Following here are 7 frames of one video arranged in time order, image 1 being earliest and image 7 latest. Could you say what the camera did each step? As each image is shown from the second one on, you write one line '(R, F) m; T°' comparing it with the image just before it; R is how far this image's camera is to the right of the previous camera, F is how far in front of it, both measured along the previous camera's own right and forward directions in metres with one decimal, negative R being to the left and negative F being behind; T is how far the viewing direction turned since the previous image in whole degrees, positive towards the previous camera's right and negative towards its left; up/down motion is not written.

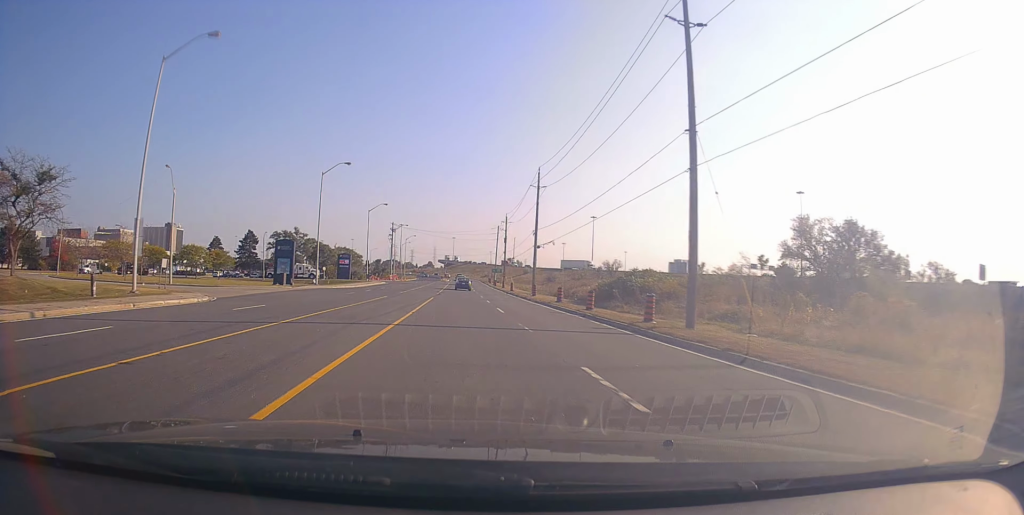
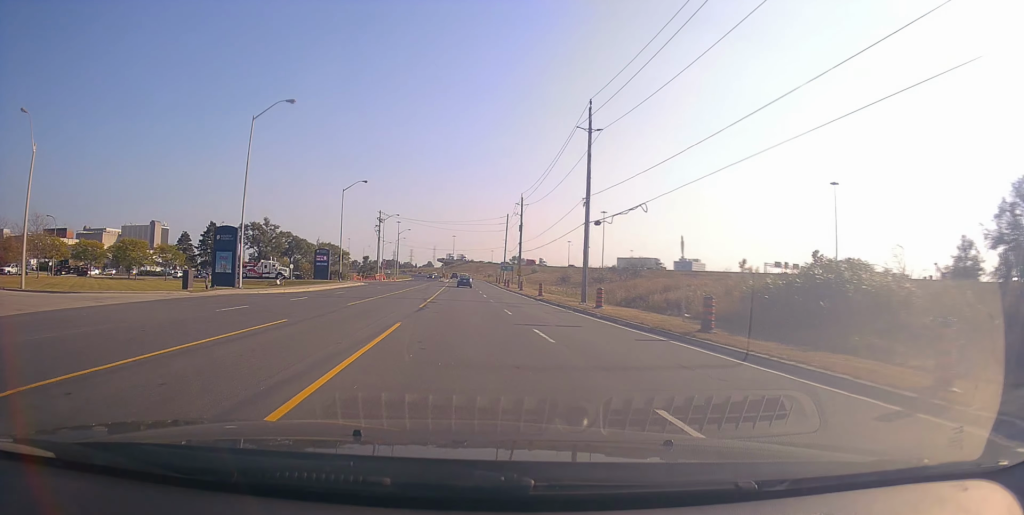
(0.0, +22.5) m; +1°
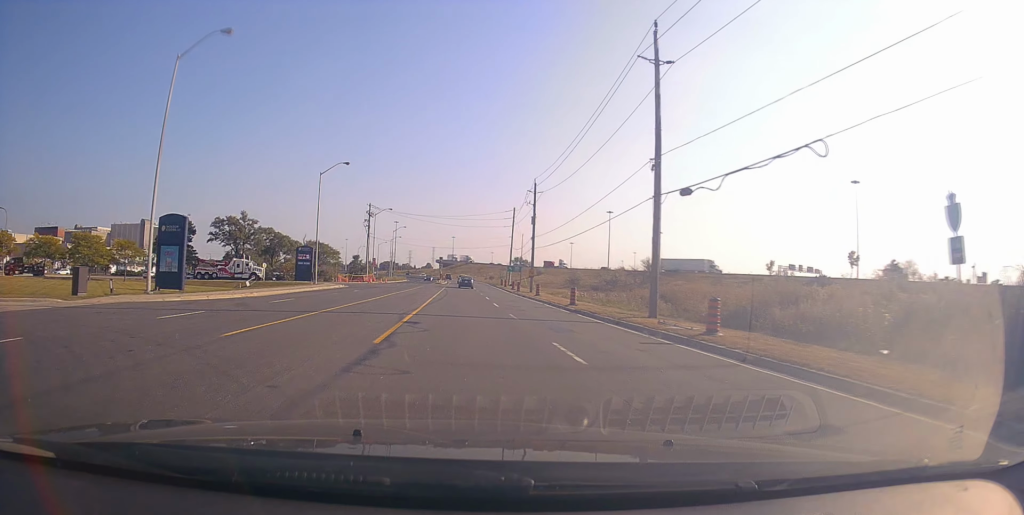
(+0.1, +12.6) m; 0°
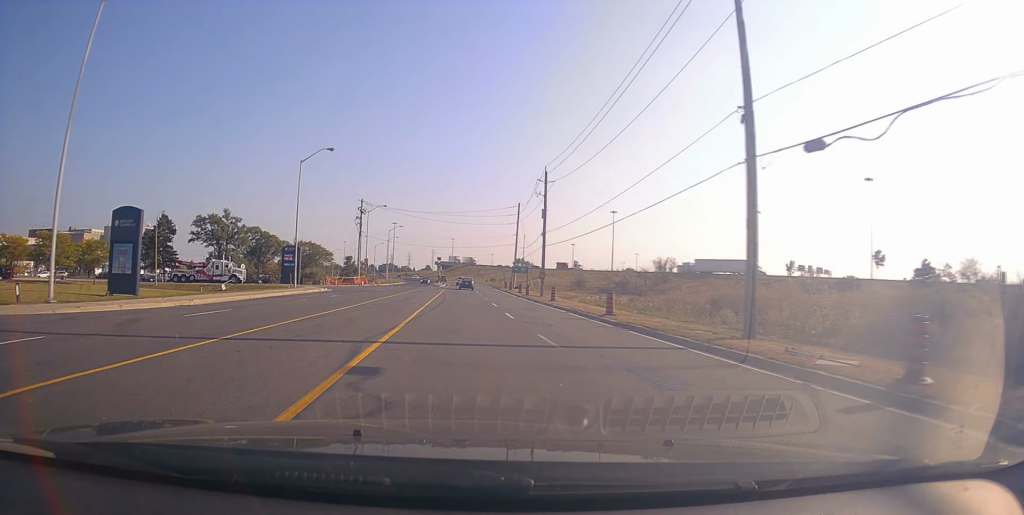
(+0.1, +7.9) m; 0°
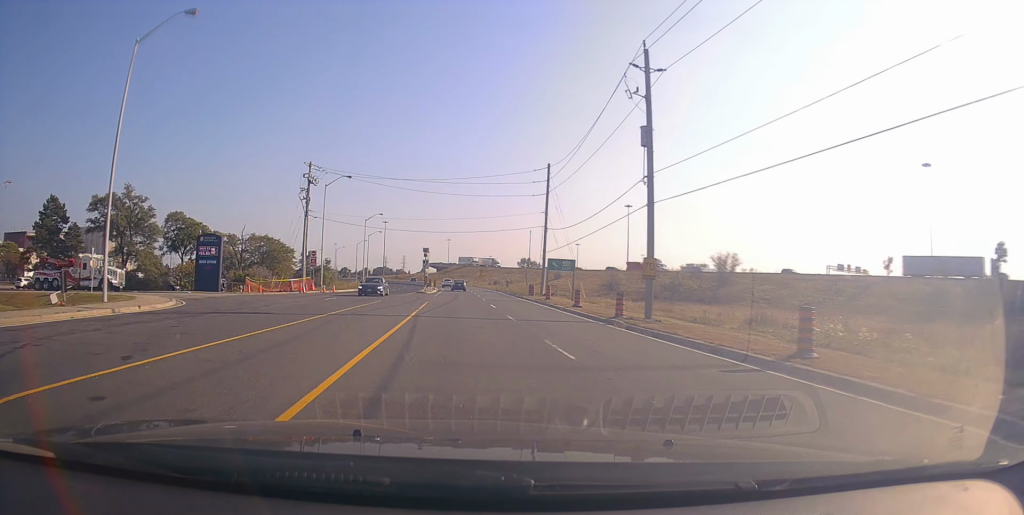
(-0.3, +30.9) m; +1°
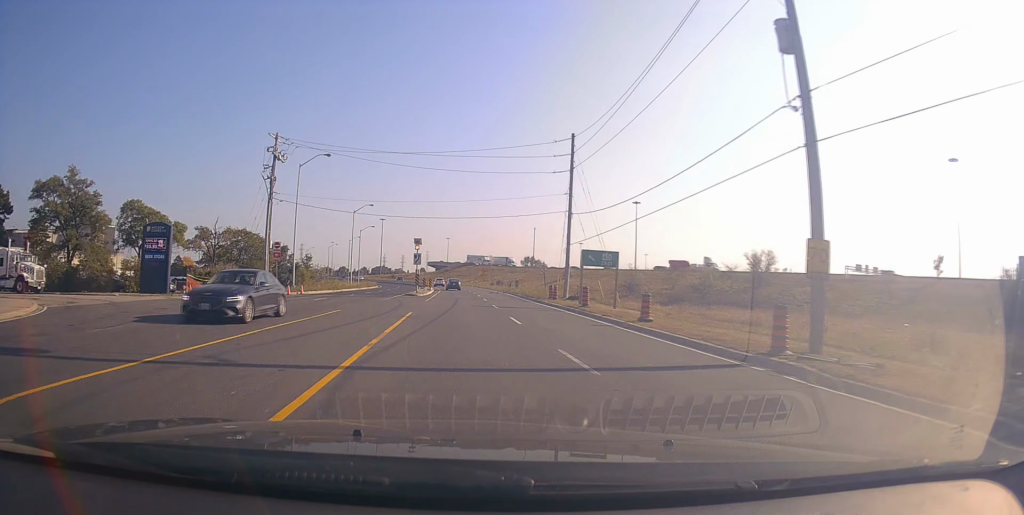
(+0.2, +11.8) m; 0°
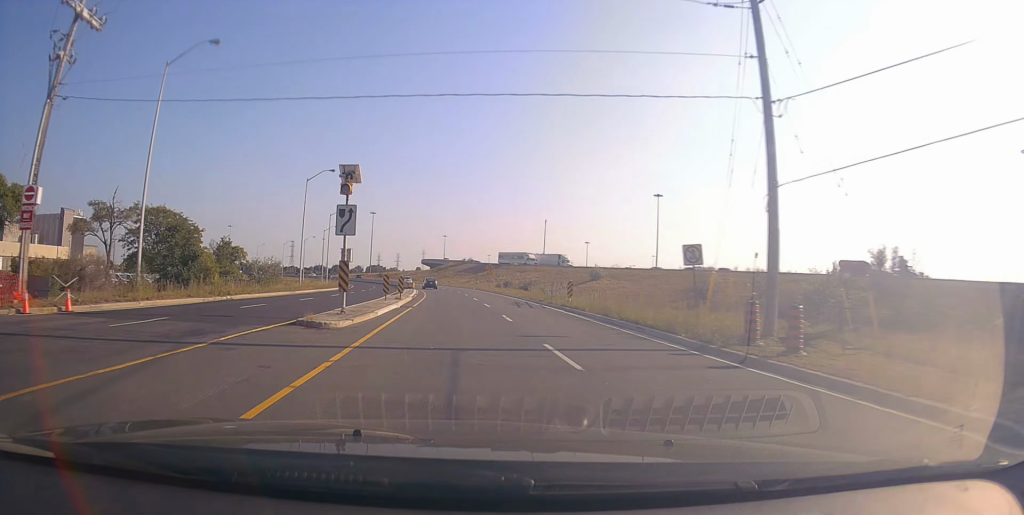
(-0.1, +28.7) m; -2°
